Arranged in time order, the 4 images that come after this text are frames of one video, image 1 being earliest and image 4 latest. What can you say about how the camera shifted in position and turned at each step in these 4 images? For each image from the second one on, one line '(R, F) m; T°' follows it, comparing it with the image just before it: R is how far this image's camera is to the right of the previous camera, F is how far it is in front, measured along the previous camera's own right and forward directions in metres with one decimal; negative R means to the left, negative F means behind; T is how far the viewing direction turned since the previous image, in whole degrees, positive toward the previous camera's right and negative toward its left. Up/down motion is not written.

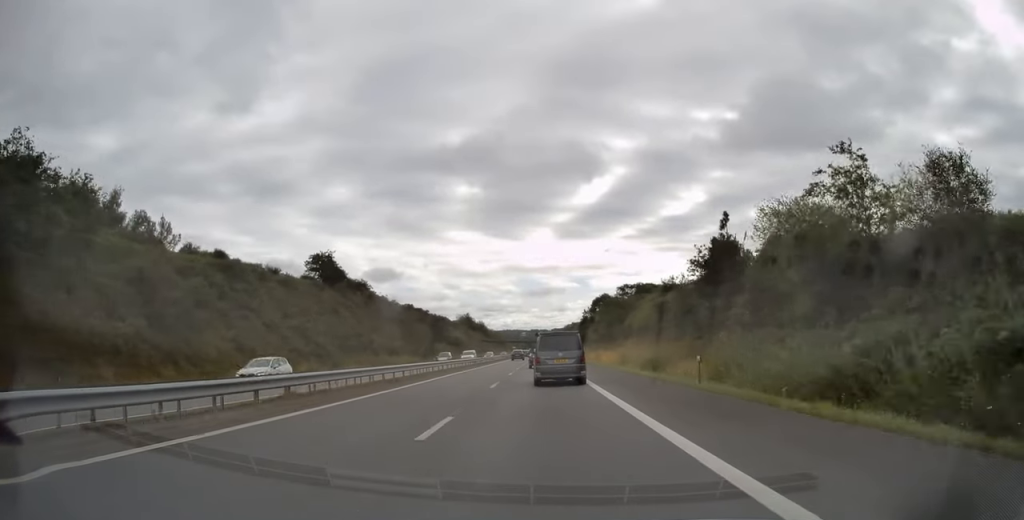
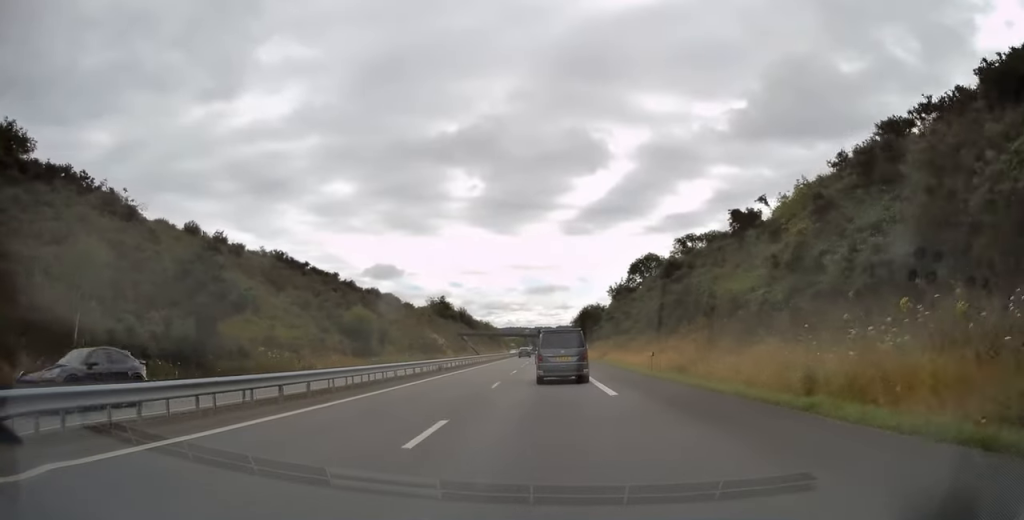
(+1.0, +90.5) m; 0°
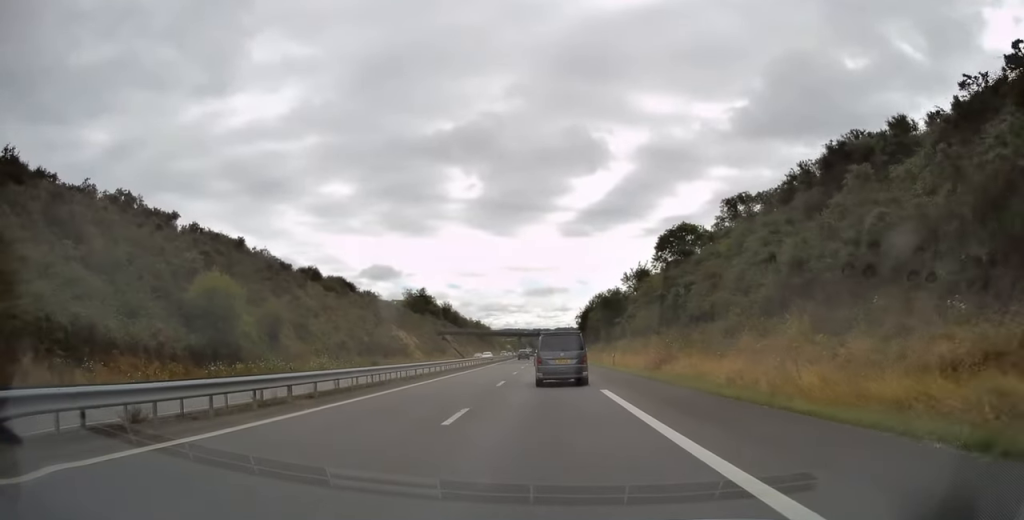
(-0.3, +35.5) m; -1°
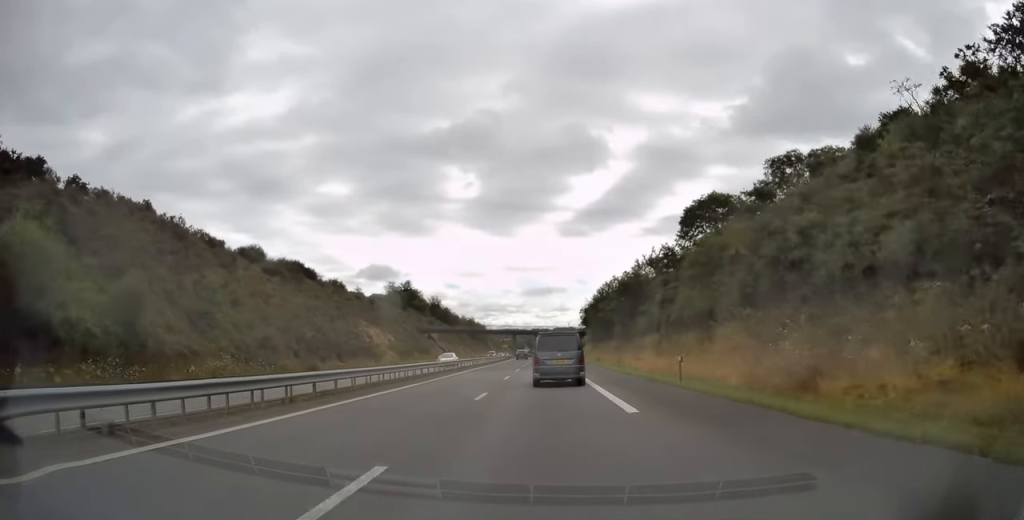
(-0.2, +19.9) m; 0°
